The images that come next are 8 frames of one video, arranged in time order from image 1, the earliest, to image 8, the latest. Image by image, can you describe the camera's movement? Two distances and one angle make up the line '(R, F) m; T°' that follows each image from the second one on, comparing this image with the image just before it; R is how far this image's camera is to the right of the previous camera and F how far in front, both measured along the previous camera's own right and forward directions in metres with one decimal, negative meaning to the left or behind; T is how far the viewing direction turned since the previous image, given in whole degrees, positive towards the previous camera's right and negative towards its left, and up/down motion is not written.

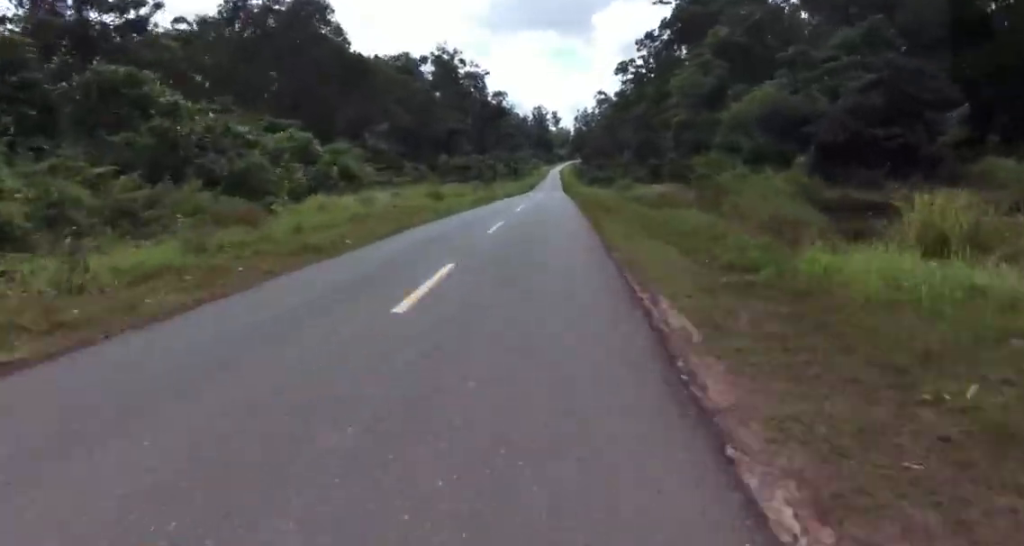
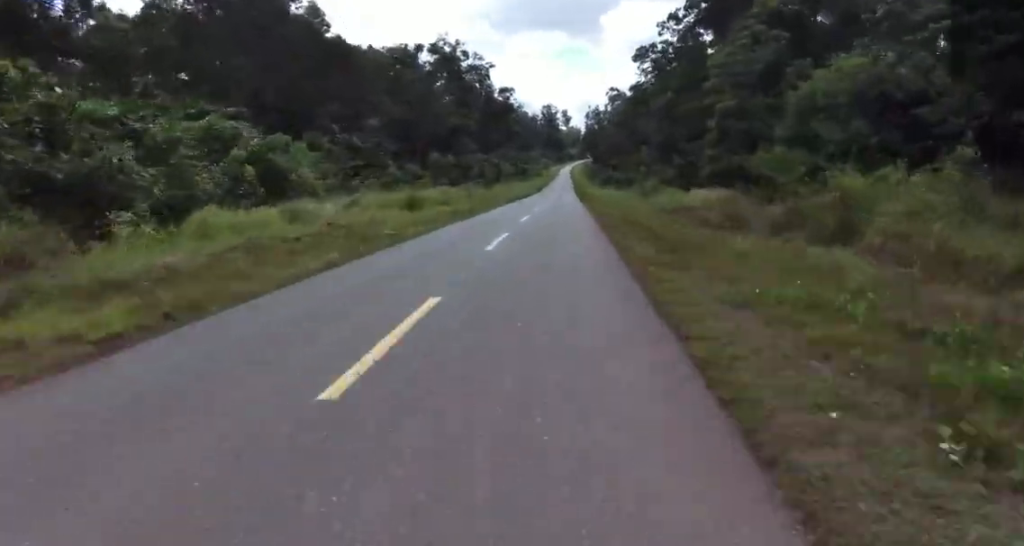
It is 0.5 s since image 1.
(0.0, +10.3) m; 0°
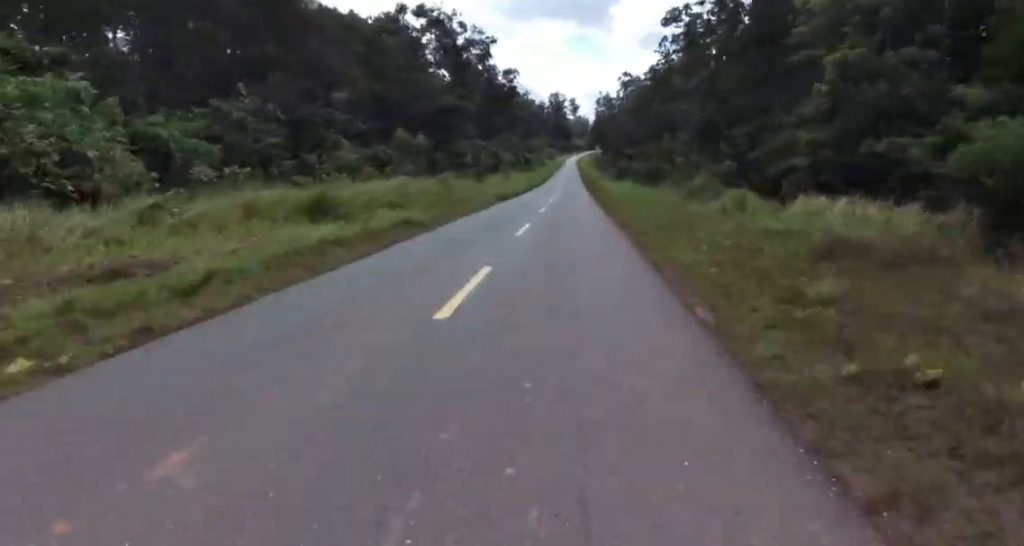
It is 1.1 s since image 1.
(0.0, +14.7) m; 0°
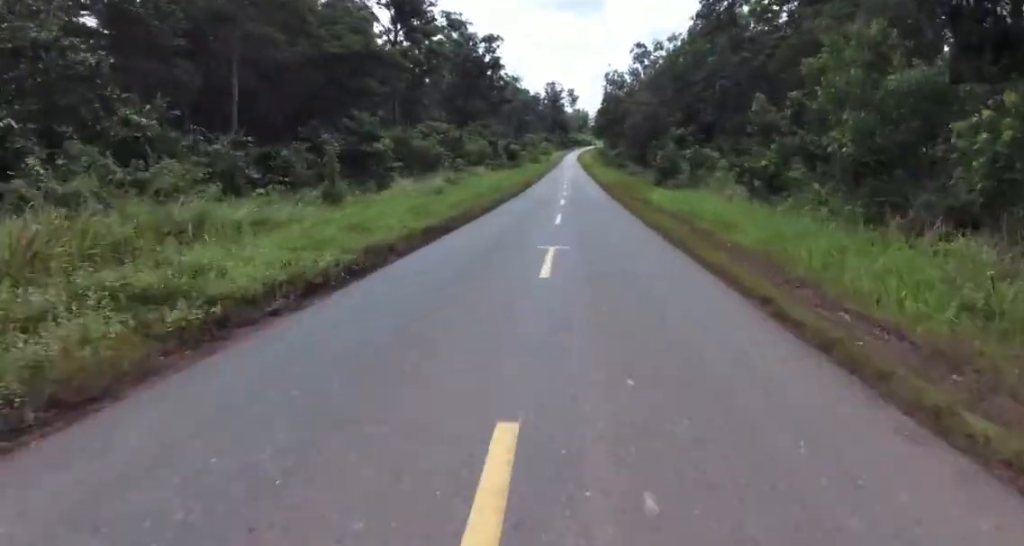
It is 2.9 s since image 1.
(-0.6, +39.6) m; -2°
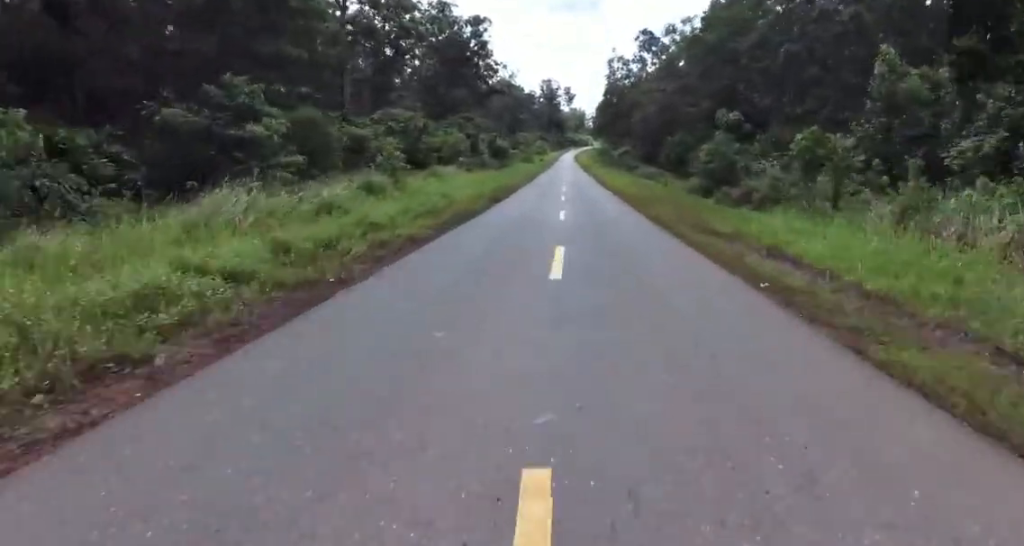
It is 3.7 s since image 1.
(0.0, +17.6) m; +1°
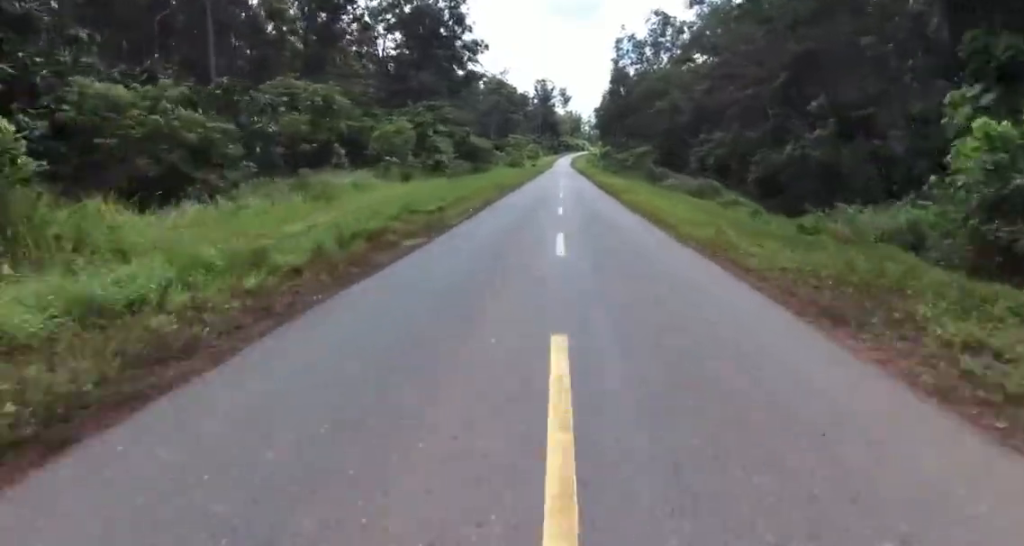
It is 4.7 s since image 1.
(+0.5, +22.8) m; 0°
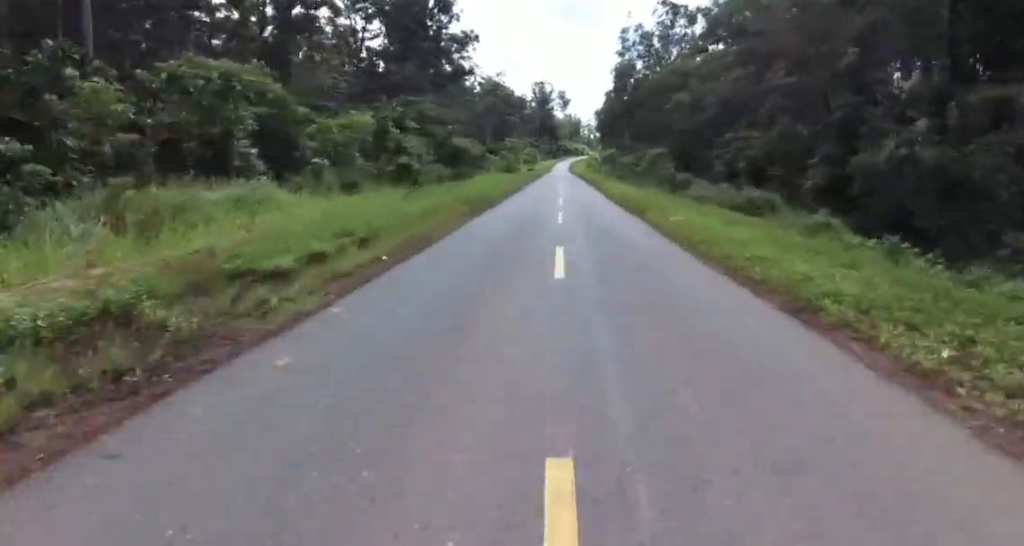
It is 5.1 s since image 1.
(0.0, +9.2) m; 0°
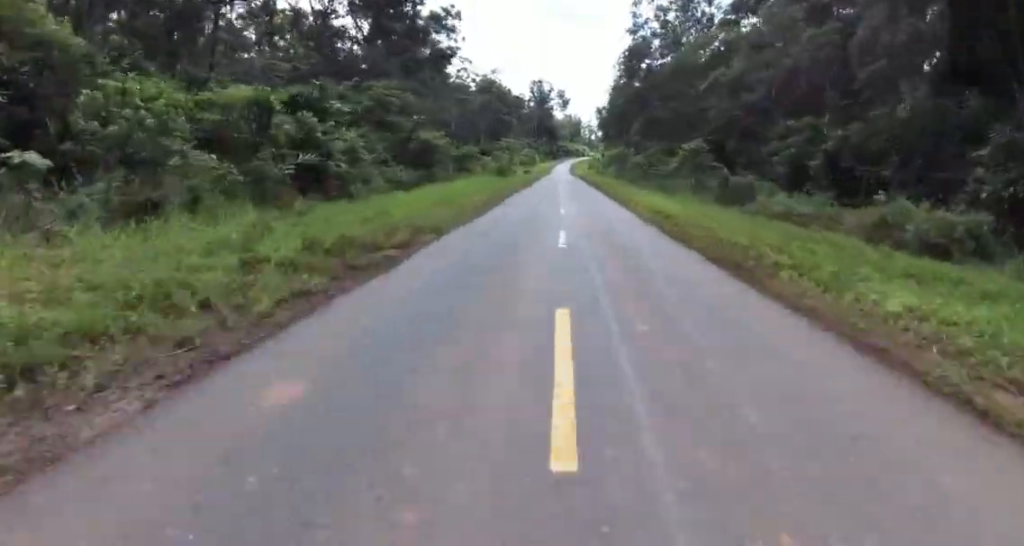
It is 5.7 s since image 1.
(-0.4, +13.8) m; +1°
